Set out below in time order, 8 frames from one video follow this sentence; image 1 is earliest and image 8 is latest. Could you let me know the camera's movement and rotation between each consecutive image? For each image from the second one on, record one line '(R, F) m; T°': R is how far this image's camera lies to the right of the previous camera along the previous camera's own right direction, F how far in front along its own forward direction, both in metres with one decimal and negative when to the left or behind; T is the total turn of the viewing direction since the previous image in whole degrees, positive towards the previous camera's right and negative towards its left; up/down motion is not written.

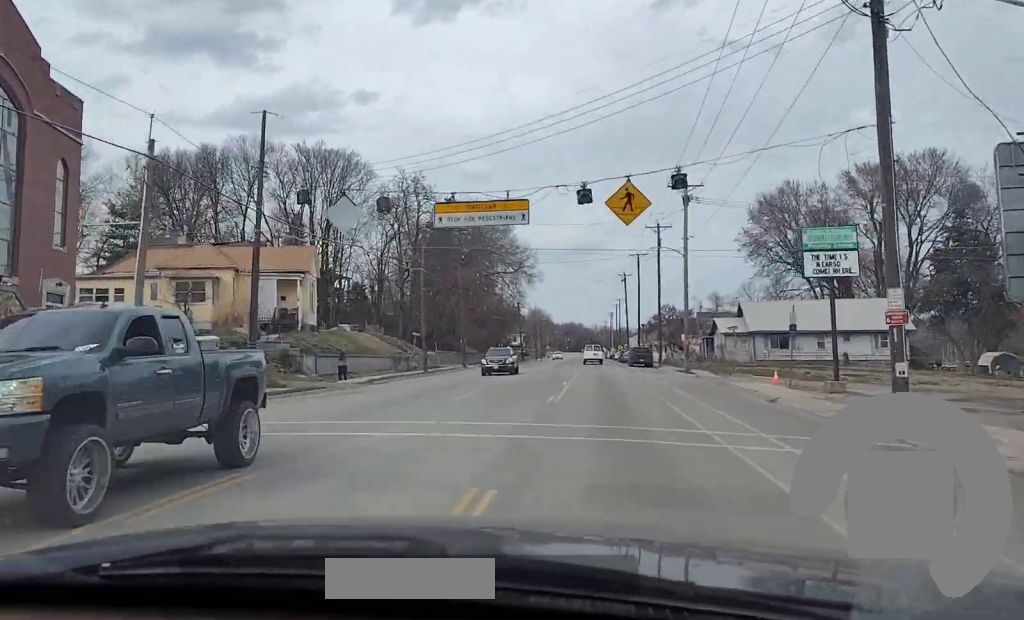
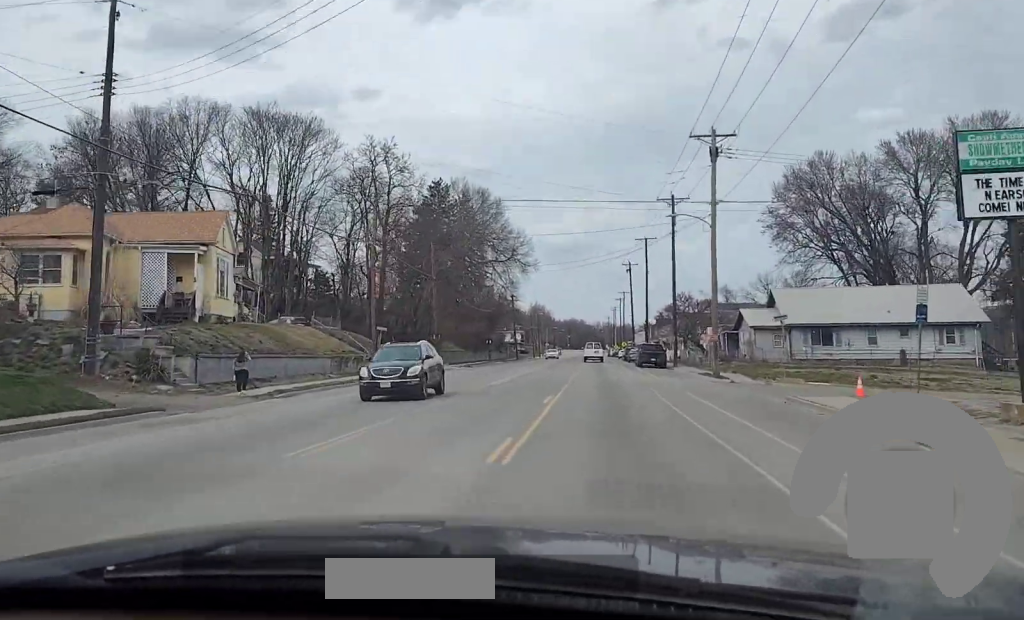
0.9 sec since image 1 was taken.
(0.0, +13.4) m; 0°
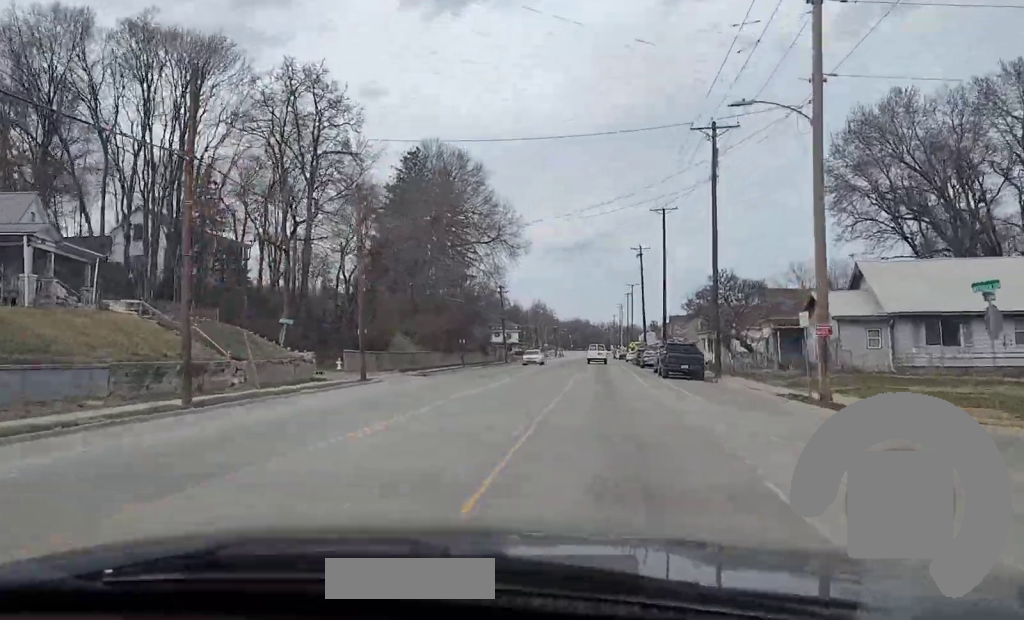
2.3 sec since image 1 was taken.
(-0.1, +21.6) m; 0°
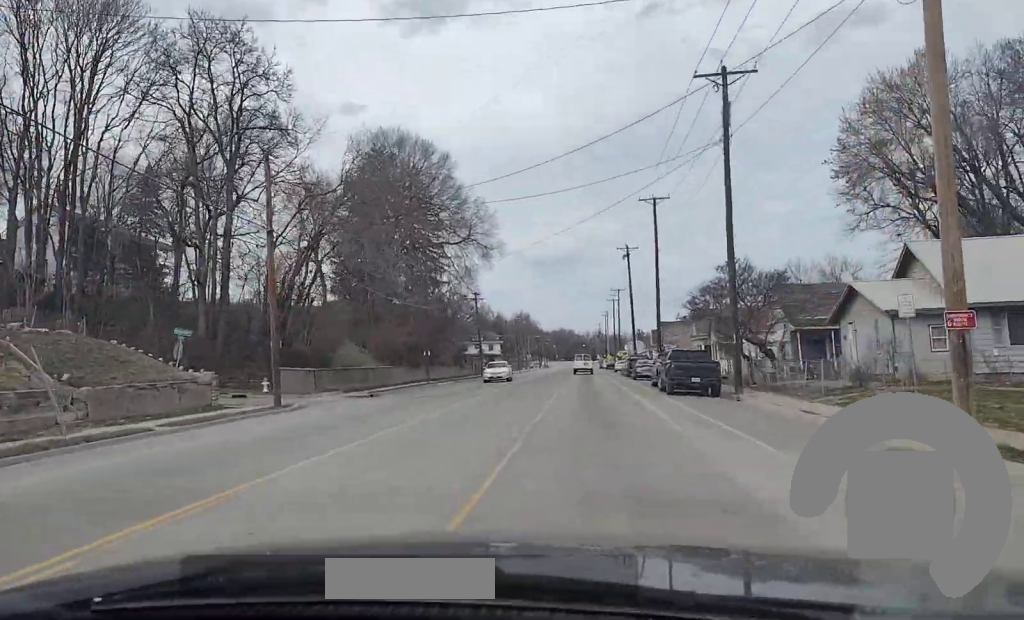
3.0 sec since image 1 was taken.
(0.0, +10.3) m; 0°
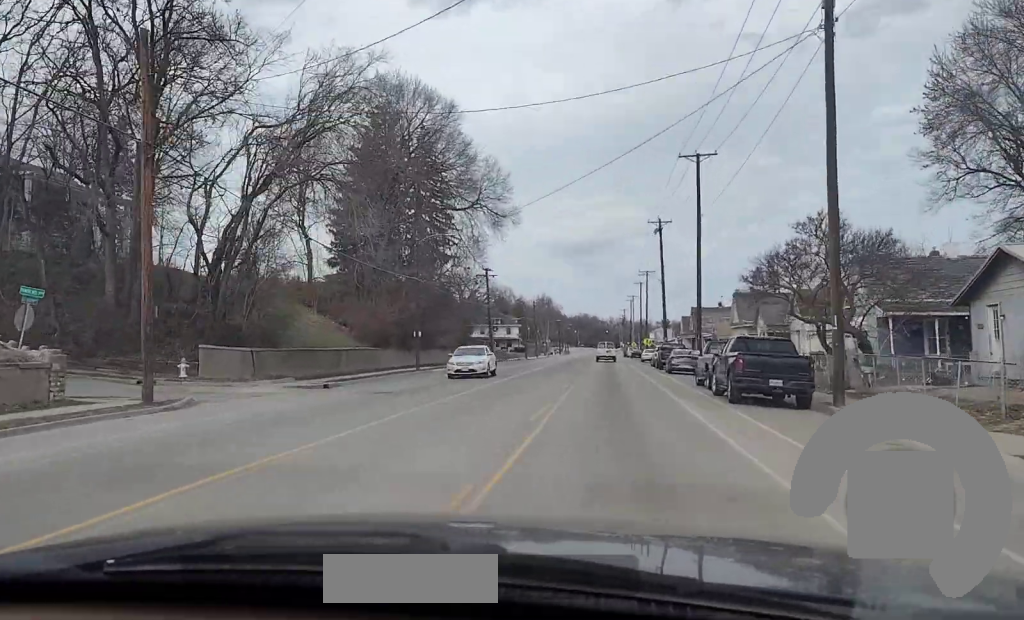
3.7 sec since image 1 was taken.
(0.0, +11.3) m; 0°
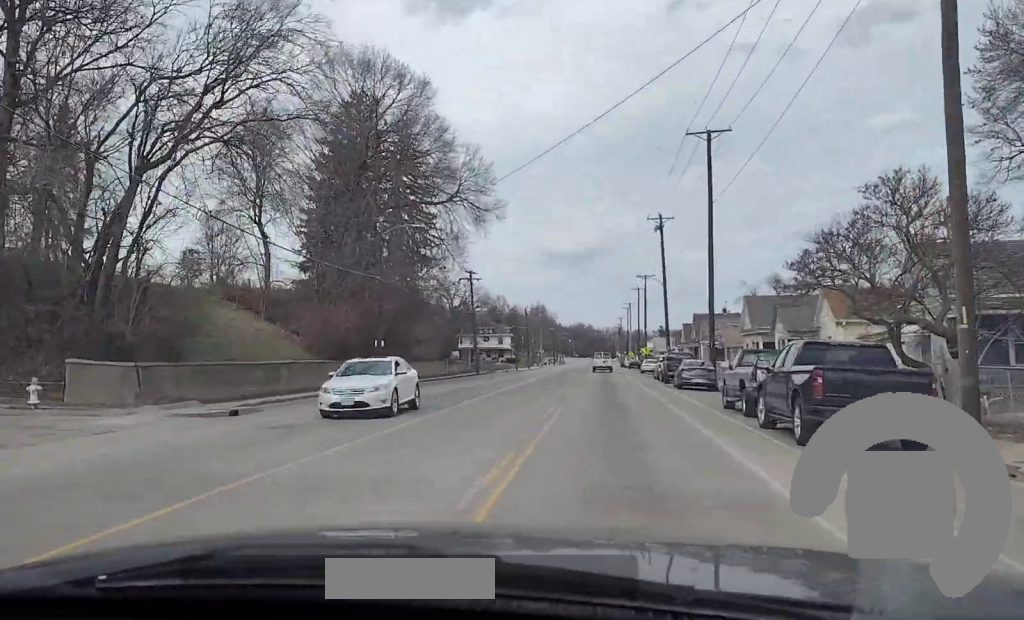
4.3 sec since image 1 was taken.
(0.0, +8.7) m; 0°
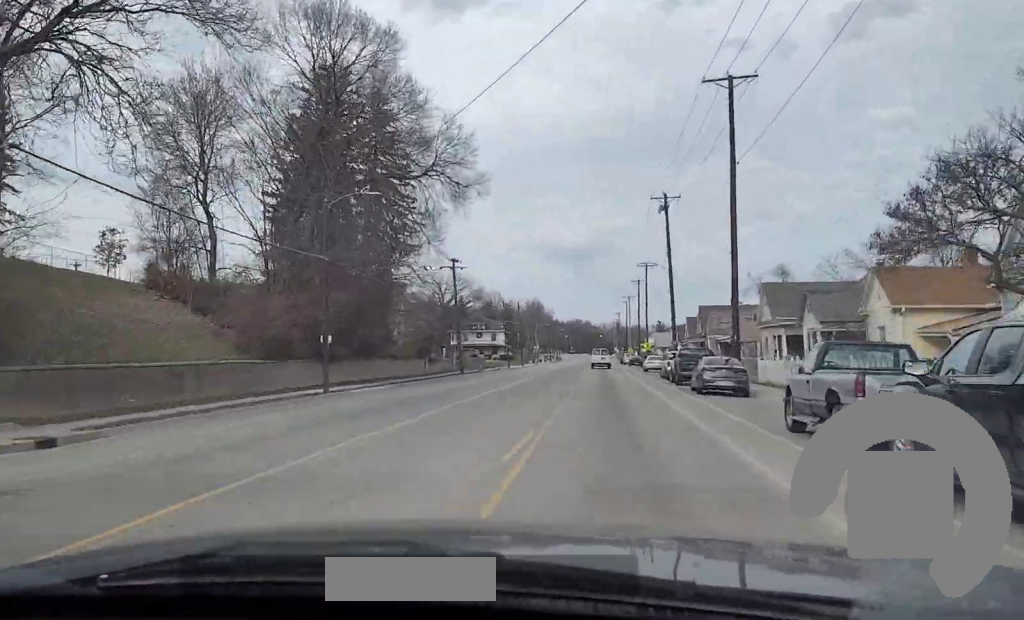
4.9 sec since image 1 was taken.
(0.0, +9.2) m; 0°
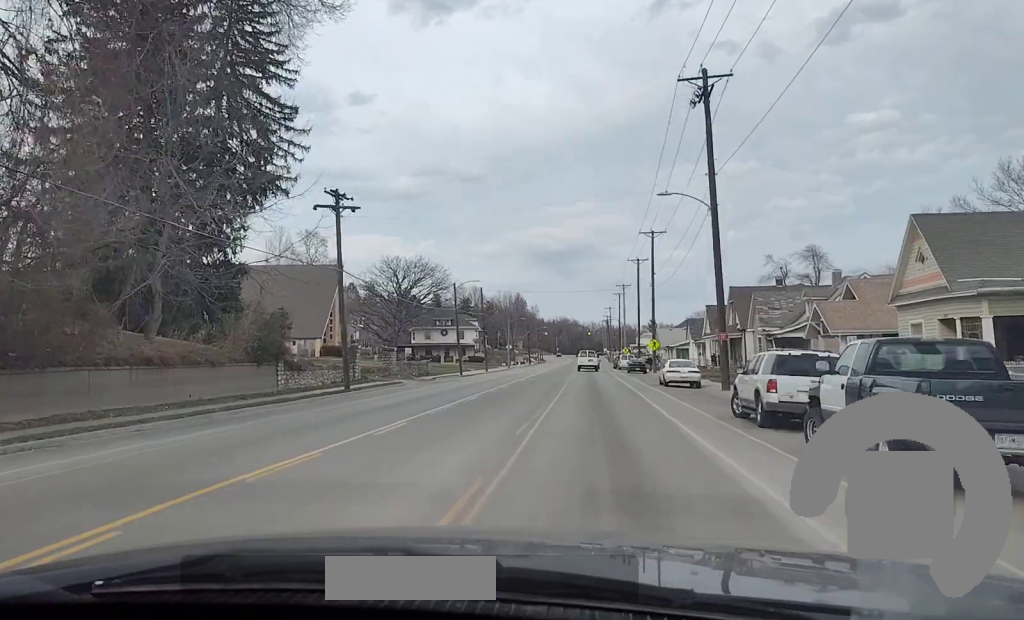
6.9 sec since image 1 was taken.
(0.0, +31.3) m; 0°
